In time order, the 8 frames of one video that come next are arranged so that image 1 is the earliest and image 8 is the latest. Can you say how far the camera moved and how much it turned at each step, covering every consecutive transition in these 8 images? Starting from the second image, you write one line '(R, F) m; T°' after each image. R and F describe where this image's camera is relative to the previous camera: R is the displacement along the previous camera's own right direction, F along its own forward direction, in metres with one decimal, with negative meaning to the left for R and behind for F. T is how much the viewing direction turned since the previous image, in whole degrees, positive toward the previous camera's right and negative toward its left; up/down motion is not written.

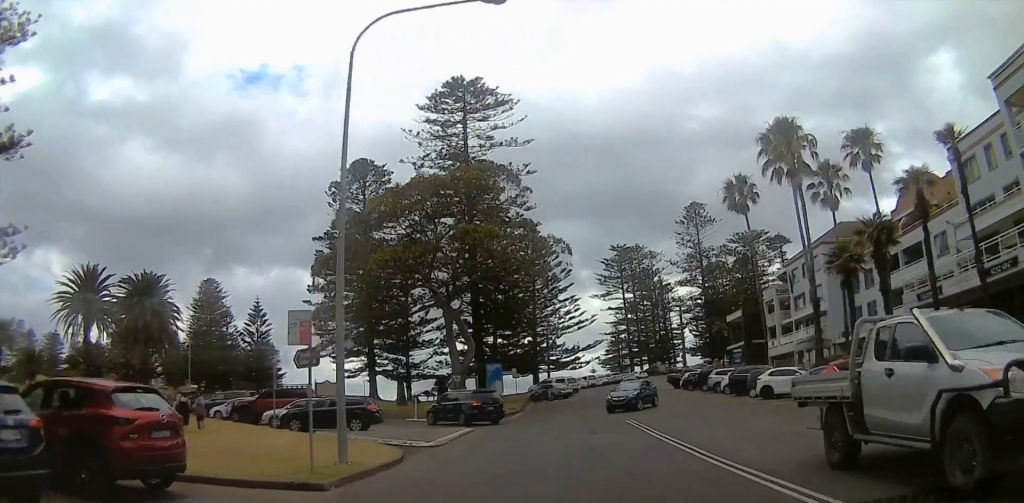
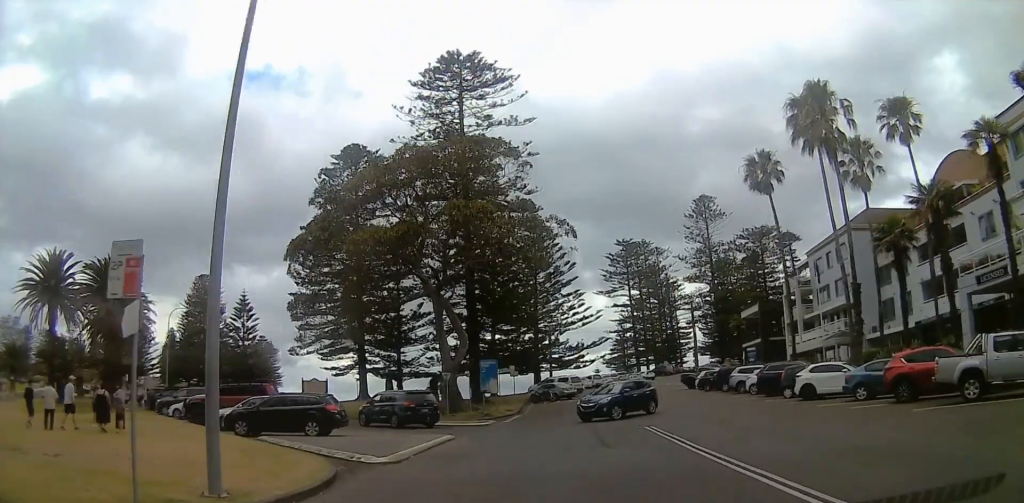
(-0.1, +5.5) m; +4°
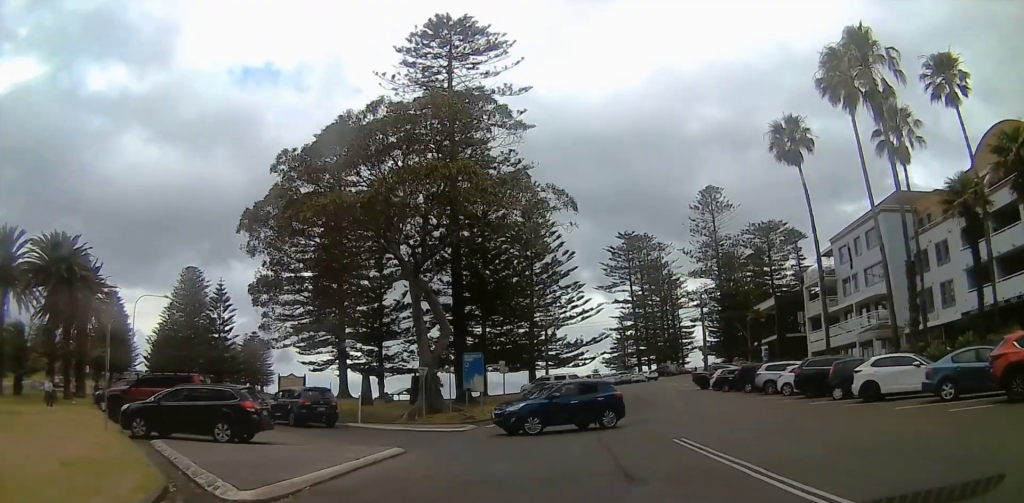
(+0.8, +6.0) m; 0°
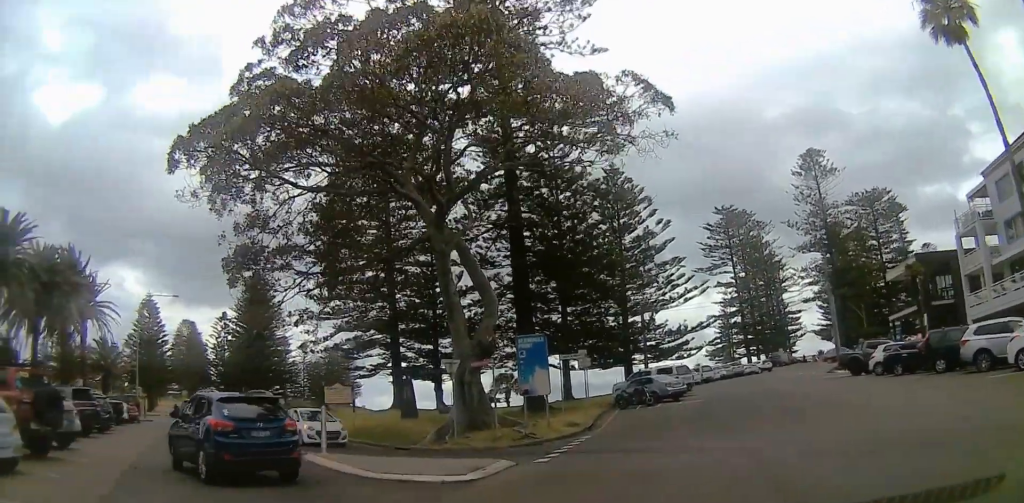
(-1.9, +13.8) m; -9°
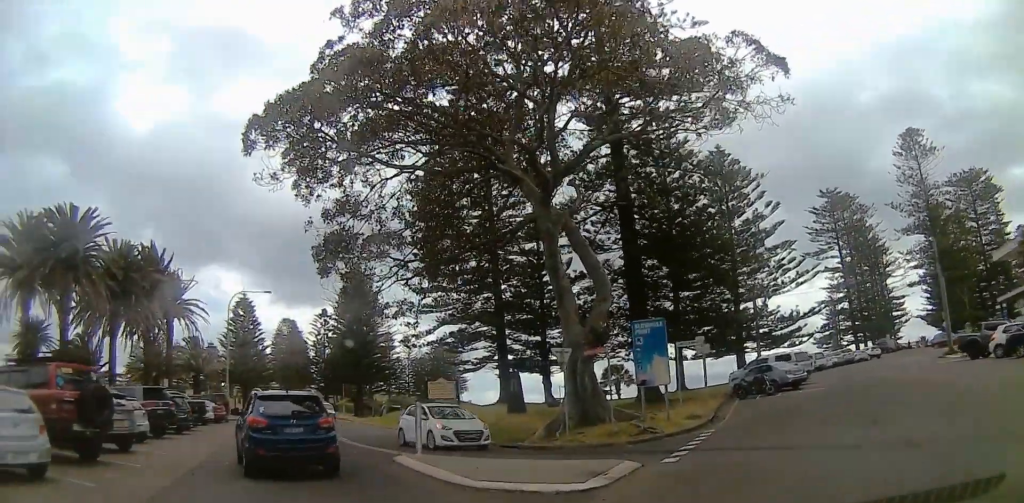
(+0.5, +2.2) m; -6°
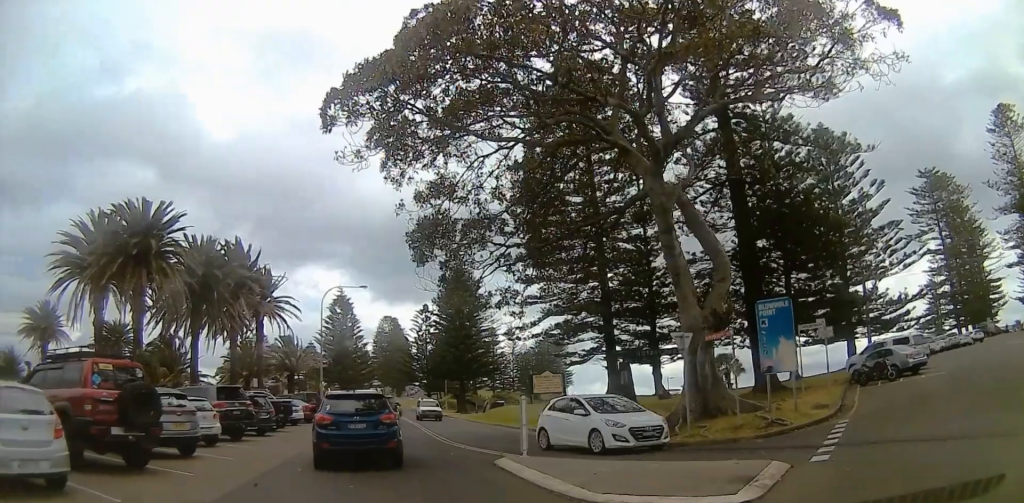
(-0.6, +2.2) m; -12°
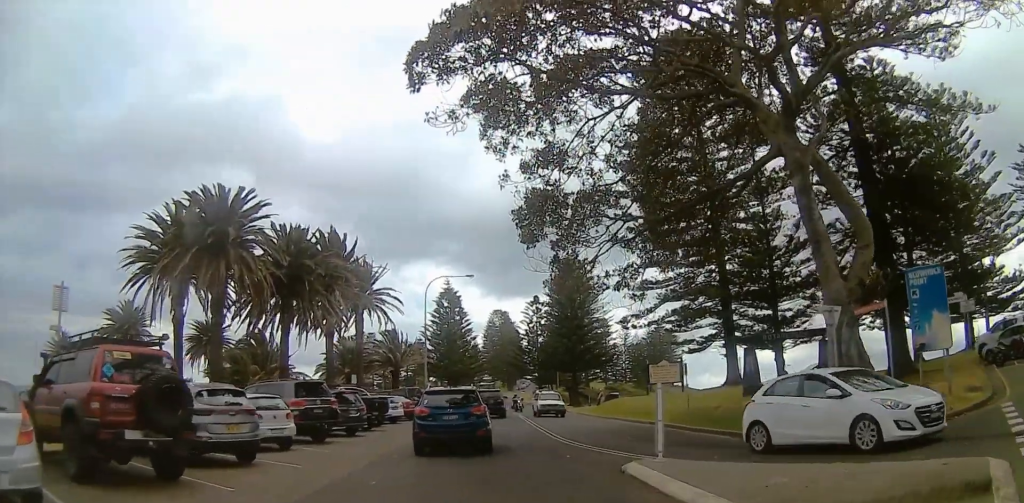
(-0.7, +2.8) m; -14°
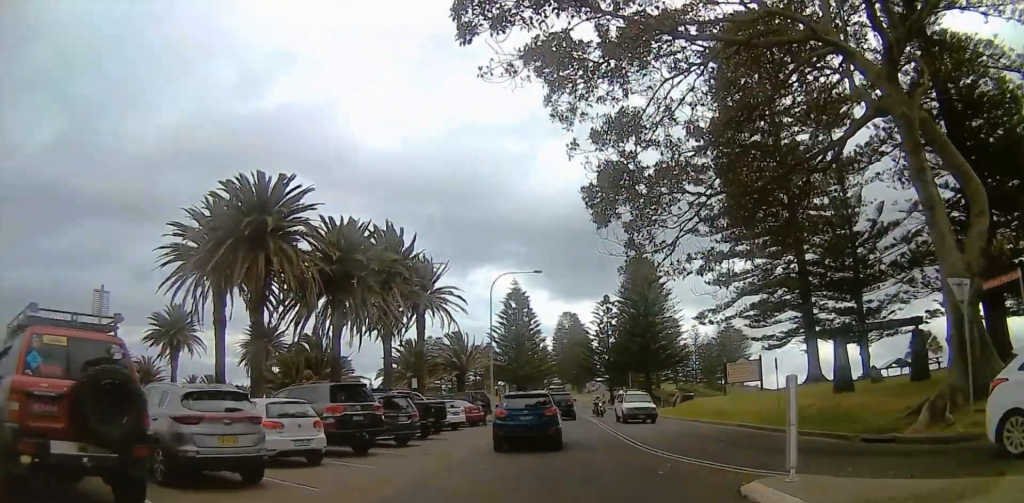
(0.0, +3.1) m; -1°
